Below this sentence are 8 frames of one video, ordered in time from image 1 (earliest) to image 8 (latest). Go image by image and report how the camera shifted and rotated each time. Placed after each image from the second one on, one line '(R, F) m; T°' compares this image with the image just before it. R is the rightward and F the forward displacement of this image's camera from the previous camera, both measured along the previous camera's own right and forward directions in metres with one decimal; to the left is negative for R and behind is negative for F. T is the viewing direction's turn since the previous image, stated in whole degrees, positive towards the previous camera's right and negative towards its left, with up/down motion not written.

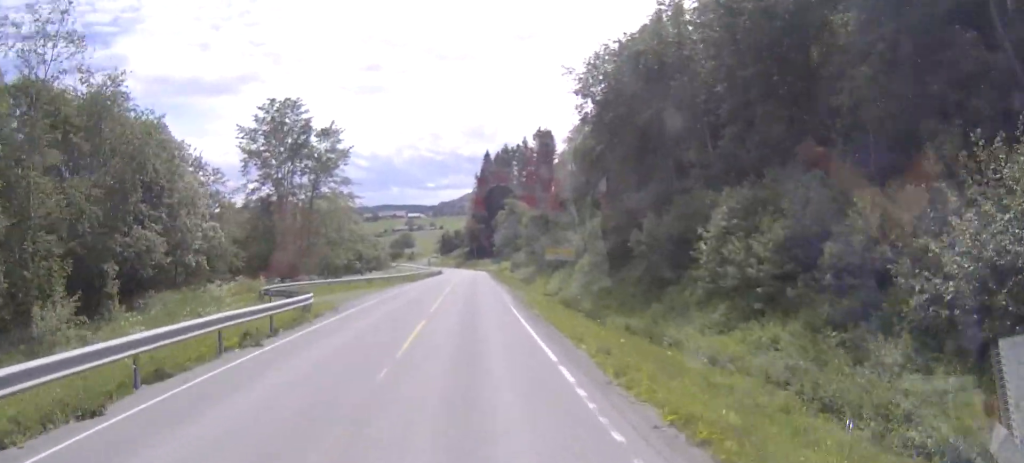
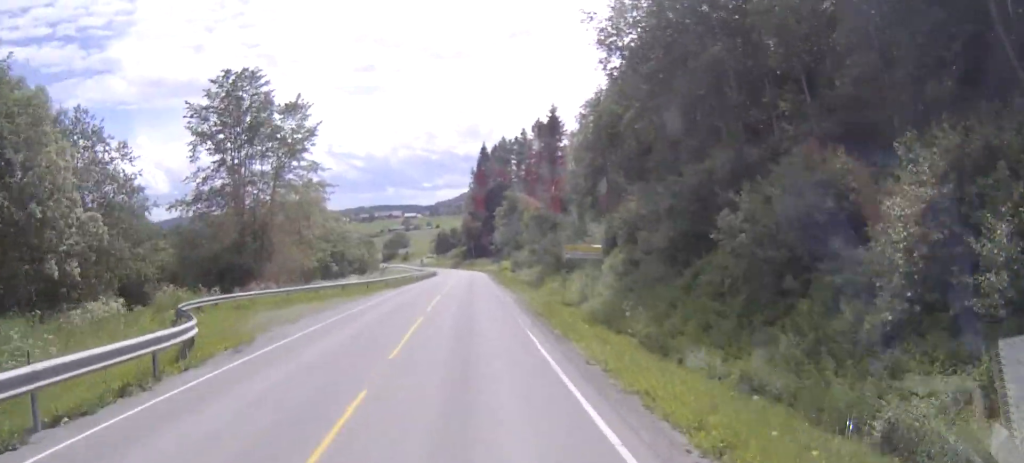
(0.0, +10.6) m; 0°
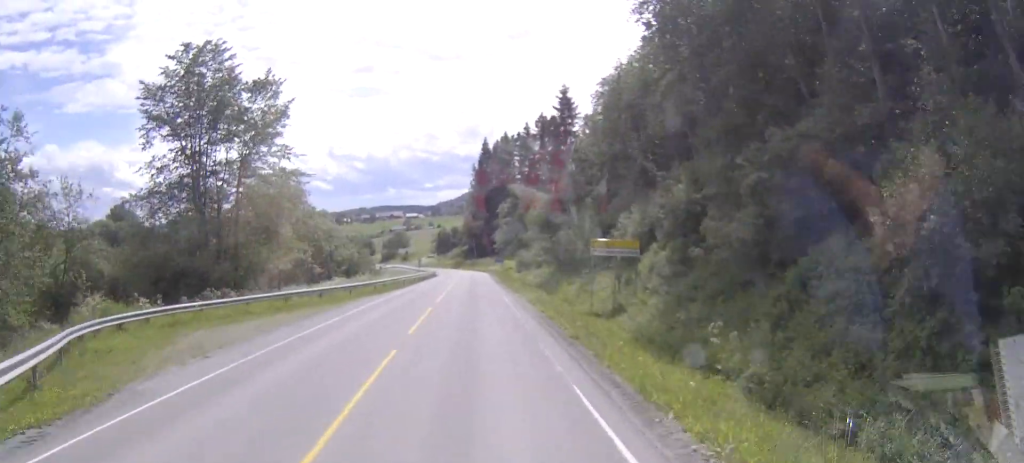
(0.0, +7.7) m; 0°
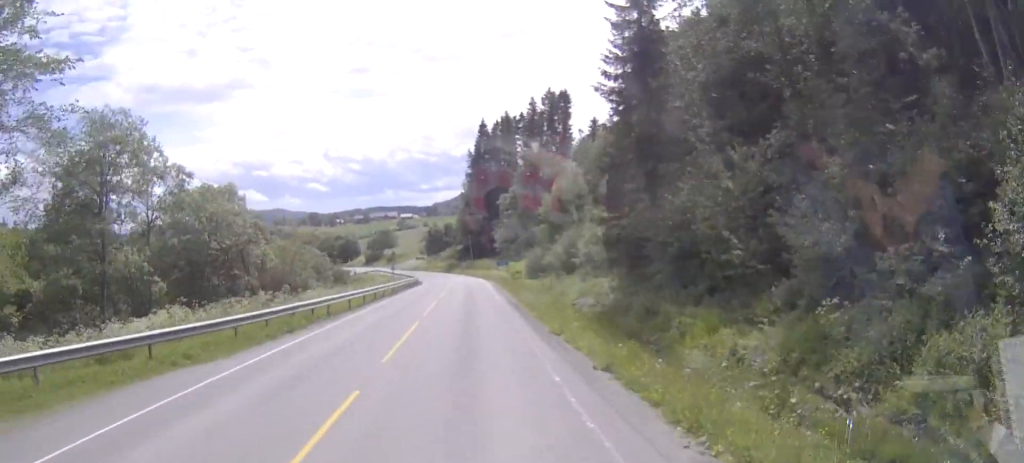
(-0.2, +27.3) m; 0°
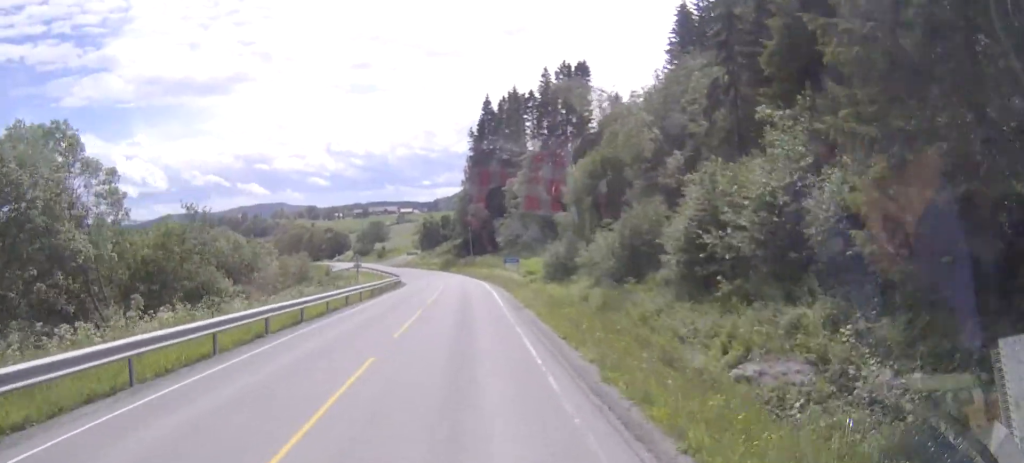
(+0.1, +21.0) m; 0°
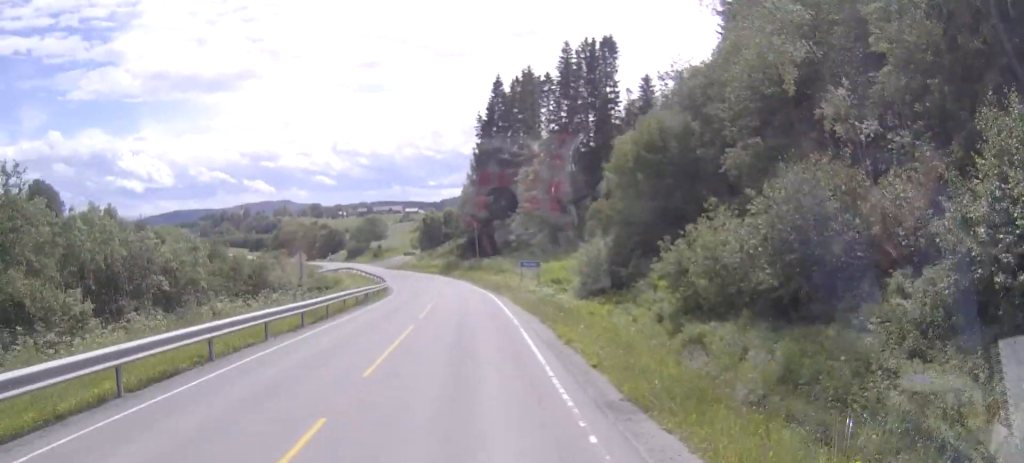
(0.0, +16.8) m; 0°
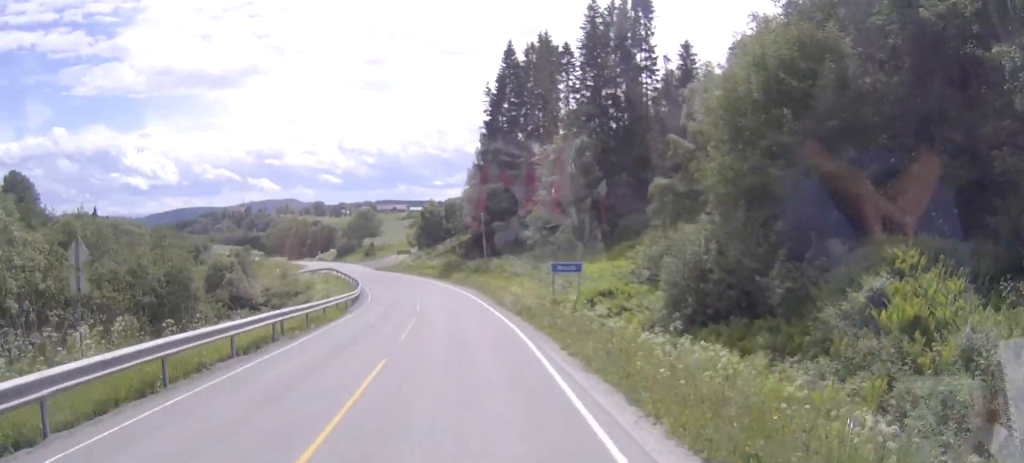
(-0.1, +18.2) m; -1°
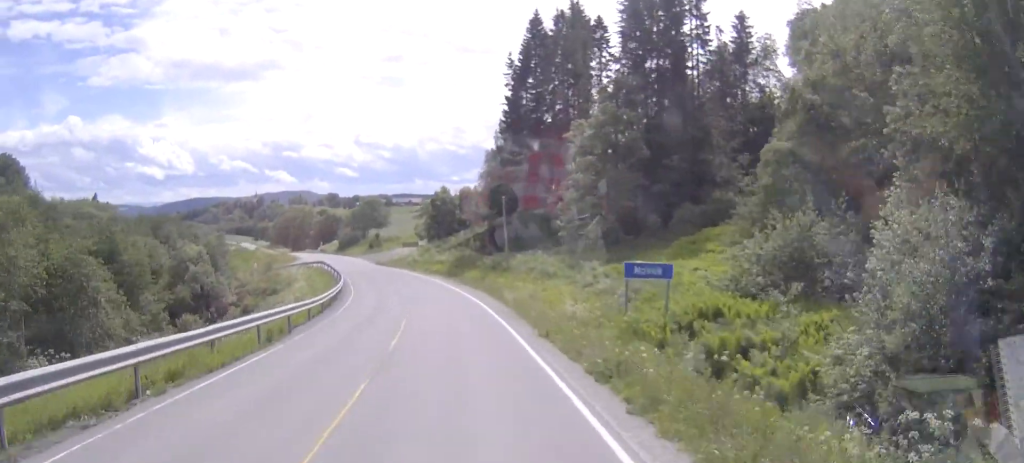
(-0.1, +14.0) m; -2°
